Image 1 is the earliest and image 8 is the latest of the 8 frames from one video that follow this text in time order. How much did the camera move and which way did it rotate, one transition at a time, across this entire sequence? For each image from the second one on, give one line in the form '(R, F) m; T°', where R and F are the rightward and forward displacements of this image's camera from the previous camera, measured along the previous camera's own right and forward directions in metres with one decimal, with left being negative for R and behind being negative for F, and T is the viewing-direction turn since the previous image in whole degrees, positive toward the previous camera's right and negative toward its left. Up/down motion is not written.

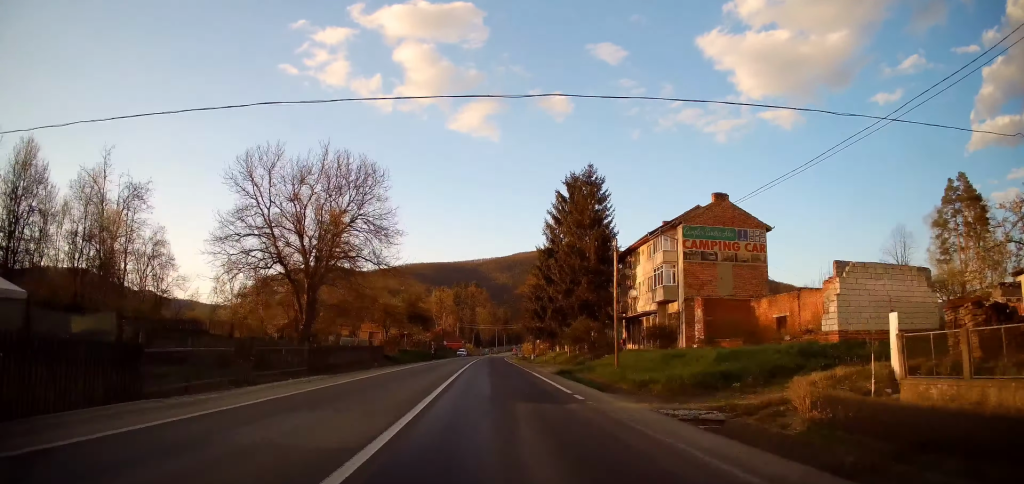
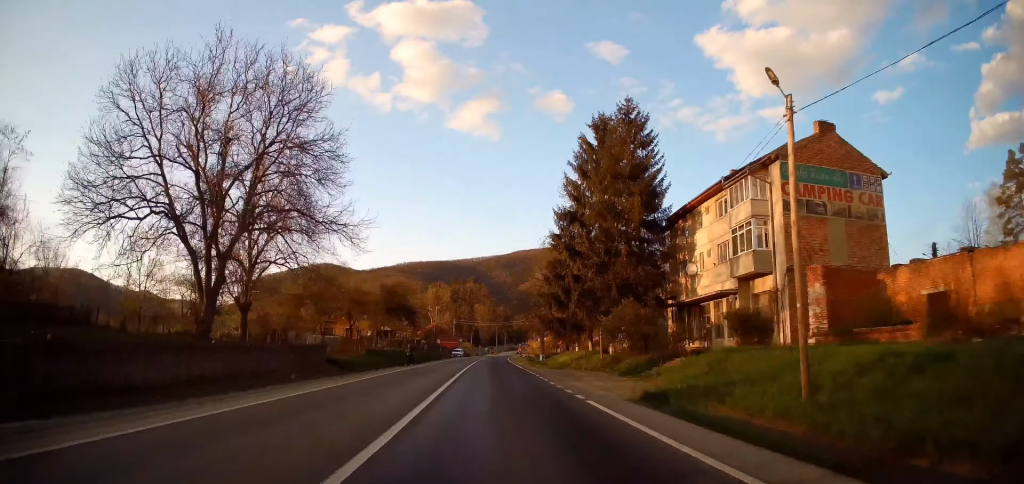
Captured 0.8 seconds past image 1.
(-0.1, +15.7) m; 0°
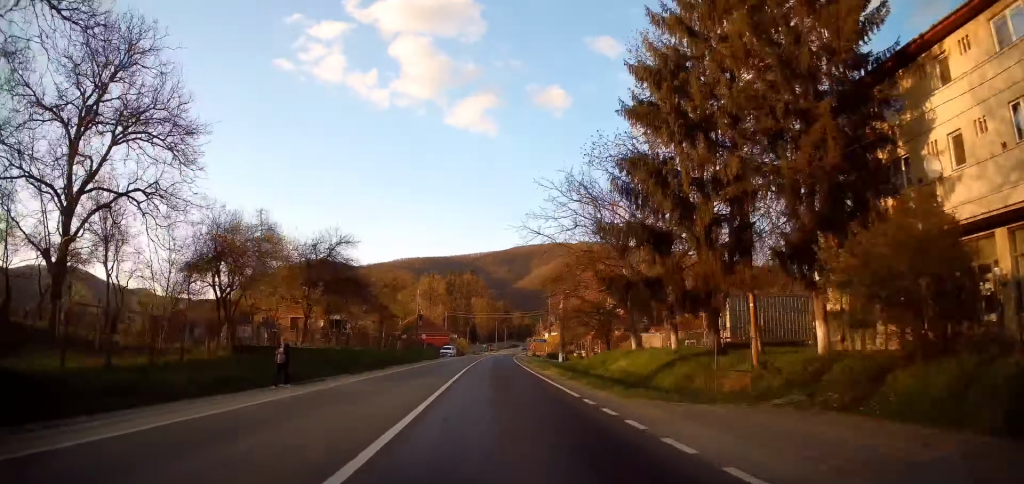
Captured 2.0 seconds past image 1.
(+0.2, +23.3) m; 0°
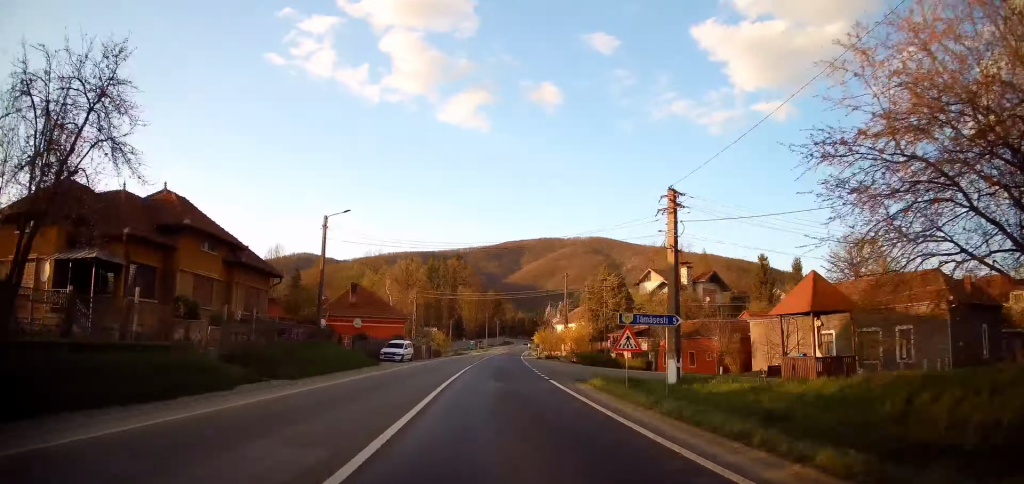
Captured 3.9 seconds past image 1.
(+0.3, +39.6) m; +1°
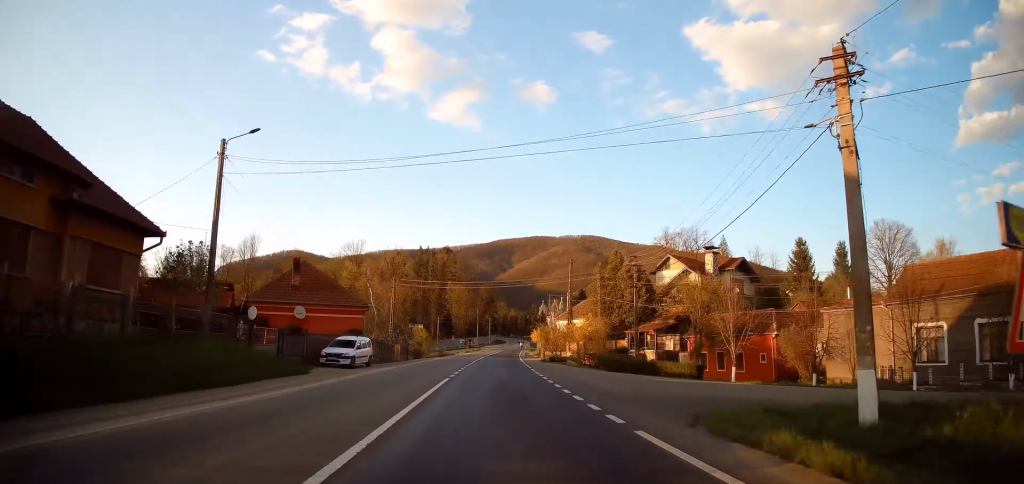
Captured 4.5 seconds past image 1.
(0.0, +12.8) m; 0°
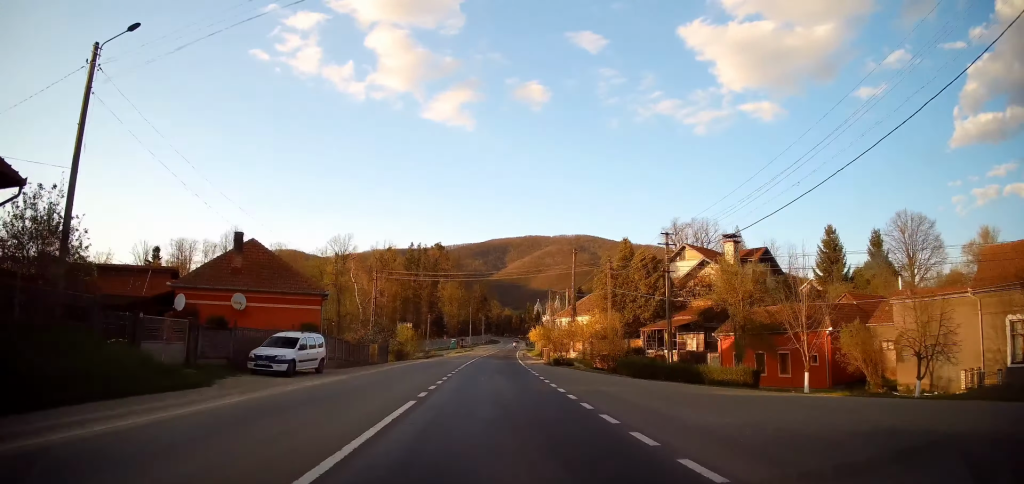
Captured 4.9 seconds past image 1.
(0.0, +8.0) m; 0°
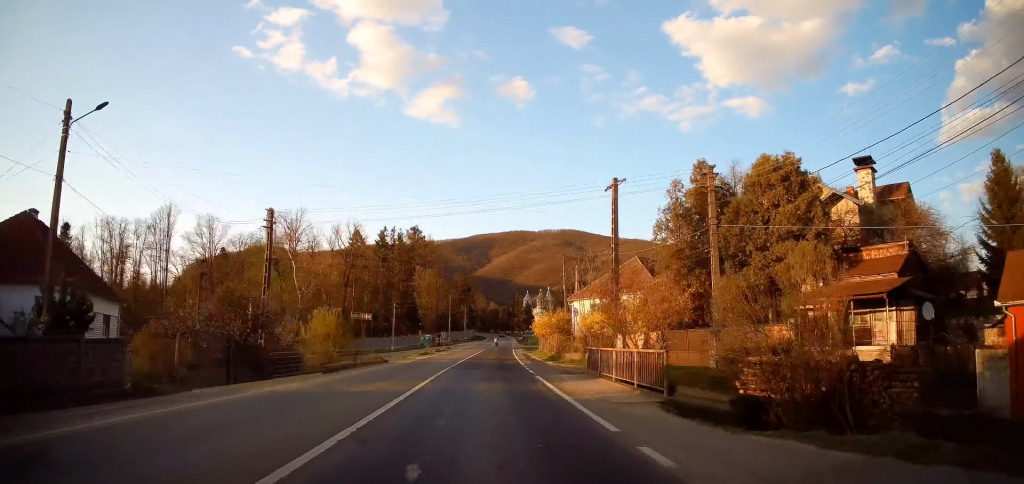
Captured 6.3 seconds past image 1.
(+0.2, +27.3) m; +2°
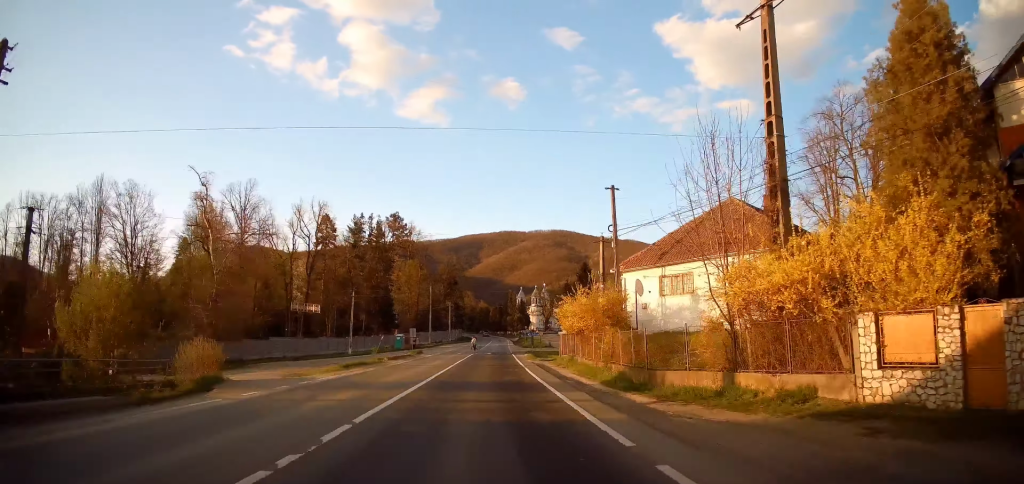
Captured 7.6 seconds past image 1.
(+0.7, +24.1) m; +2°
